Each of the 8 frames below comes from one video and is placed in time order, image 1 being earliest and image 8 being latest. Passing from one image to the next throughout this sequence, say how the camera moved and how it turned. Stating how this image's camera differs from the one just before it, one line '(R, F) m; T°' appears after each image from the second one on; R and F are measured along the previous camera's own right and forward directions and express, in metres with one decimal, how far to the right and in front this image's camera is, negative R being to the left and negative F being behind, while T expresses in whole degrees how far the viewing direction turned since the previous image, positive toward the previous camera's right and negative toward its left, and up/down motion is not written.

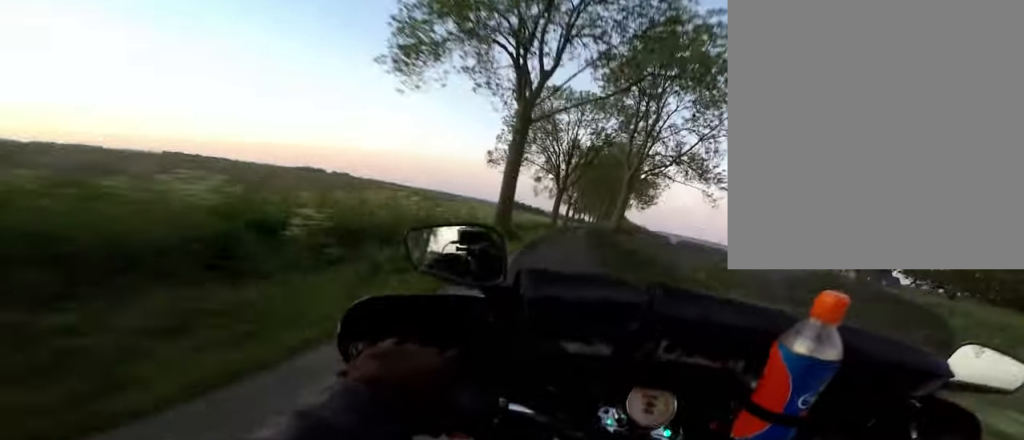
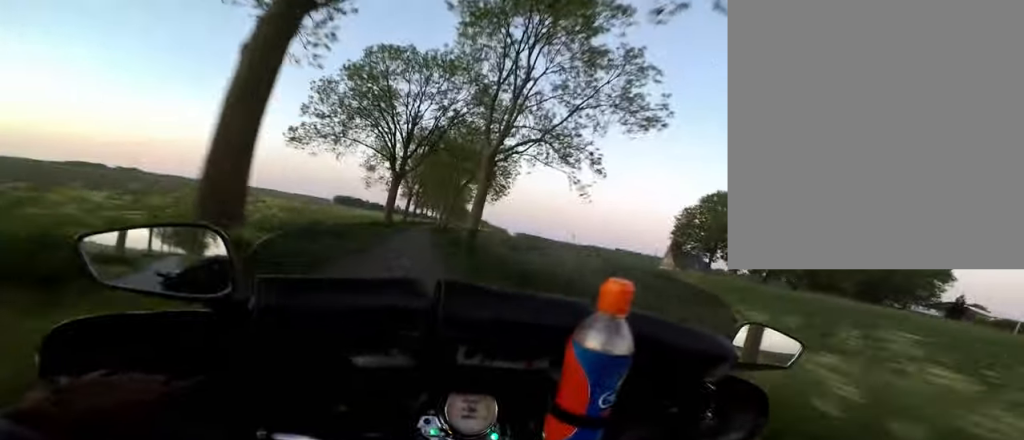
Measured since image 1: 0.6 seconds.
(-0.1, +7.5) m; -1°
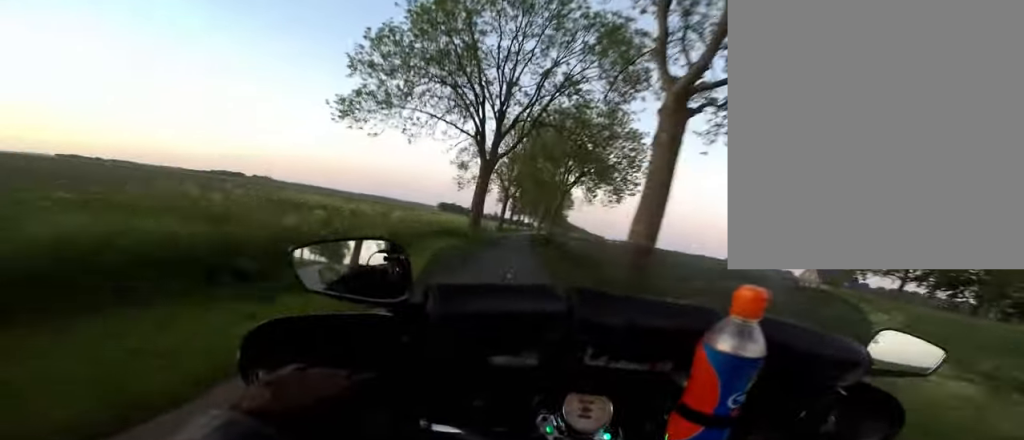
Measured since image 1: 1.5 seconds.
(-0.2, +10.3) m; -1°
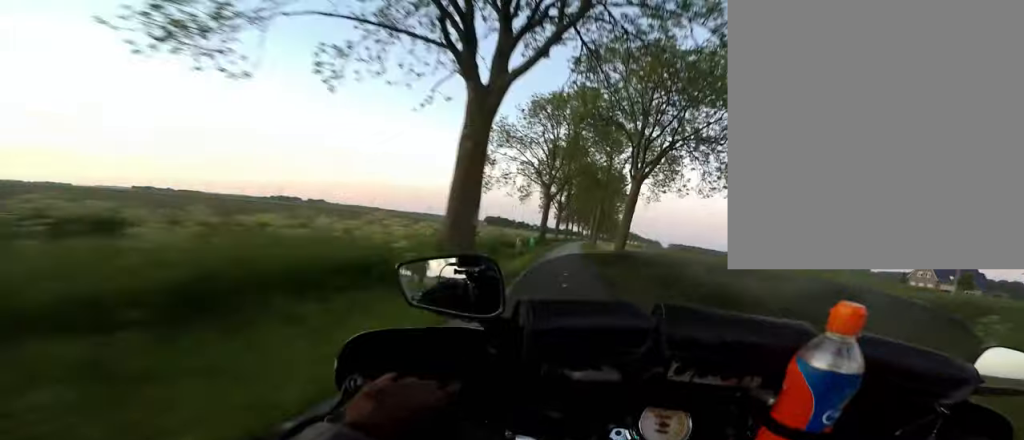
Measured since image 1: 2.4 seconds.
(+0.2, +12.1) m; -2°
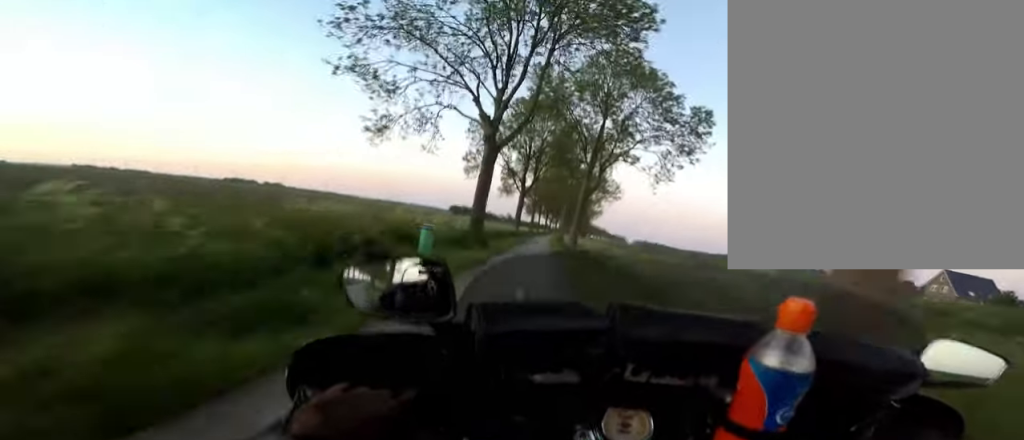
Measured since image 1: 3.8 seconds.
(-0.6, +17.3) m; 0°
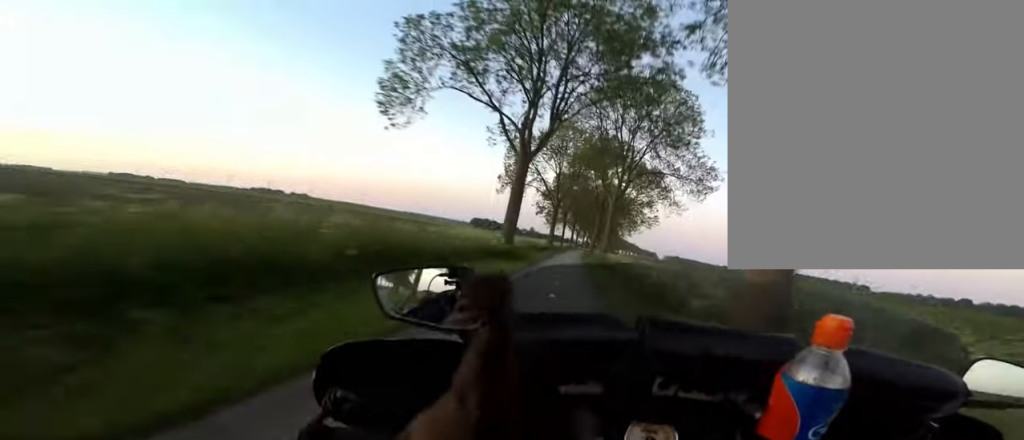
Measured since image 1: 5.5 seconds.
(+1.1, +21.8) m; +4°
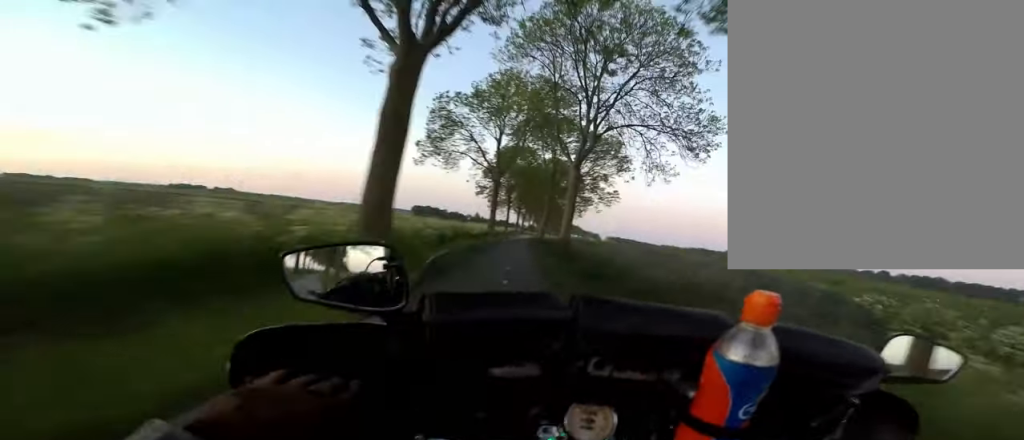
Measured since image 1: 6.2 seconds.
(+0.1, +8.7) m; 0°
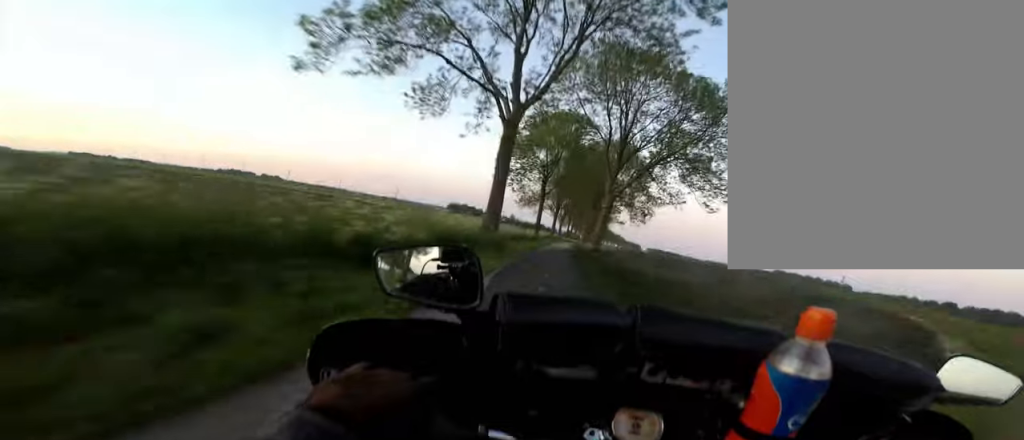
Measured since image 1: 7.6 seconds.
(-0.3, +17.9) m; +1°
